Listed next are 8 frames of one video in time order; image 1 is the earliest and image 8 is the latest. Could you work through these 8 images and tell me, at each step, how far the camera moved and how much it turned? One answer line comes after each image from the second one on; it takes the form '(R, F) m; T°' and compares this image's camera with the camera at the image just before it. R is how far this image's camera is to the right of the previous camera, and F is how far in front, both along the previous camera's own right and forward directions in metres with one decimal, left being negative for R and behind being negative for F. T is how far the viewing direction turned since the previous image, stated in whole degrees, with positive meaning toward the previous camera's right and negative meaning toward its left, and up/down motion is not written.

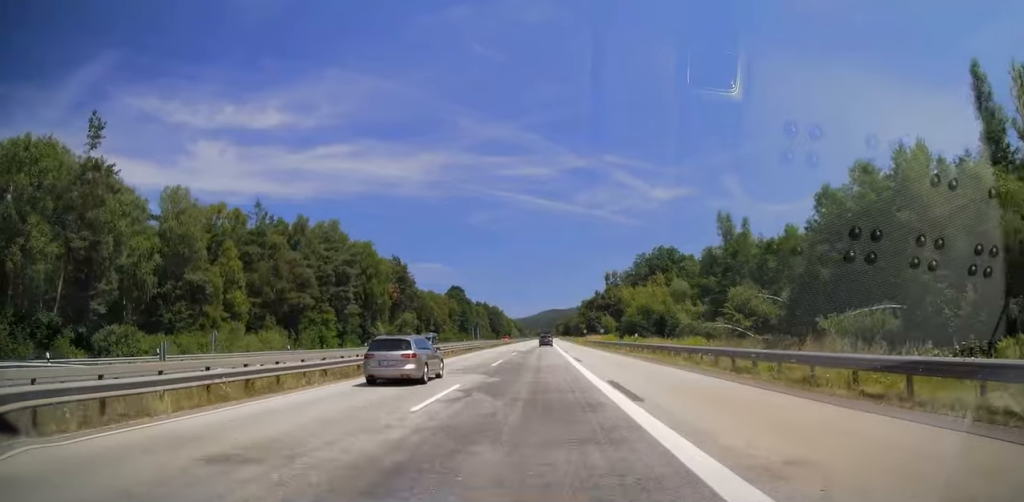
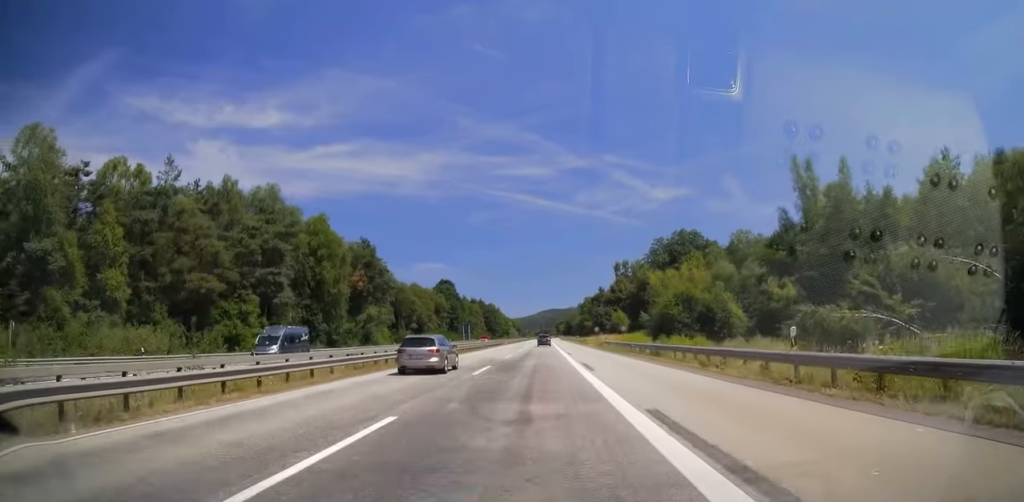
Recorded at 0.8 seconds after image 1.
(+0.1, +25.3) m; 0°
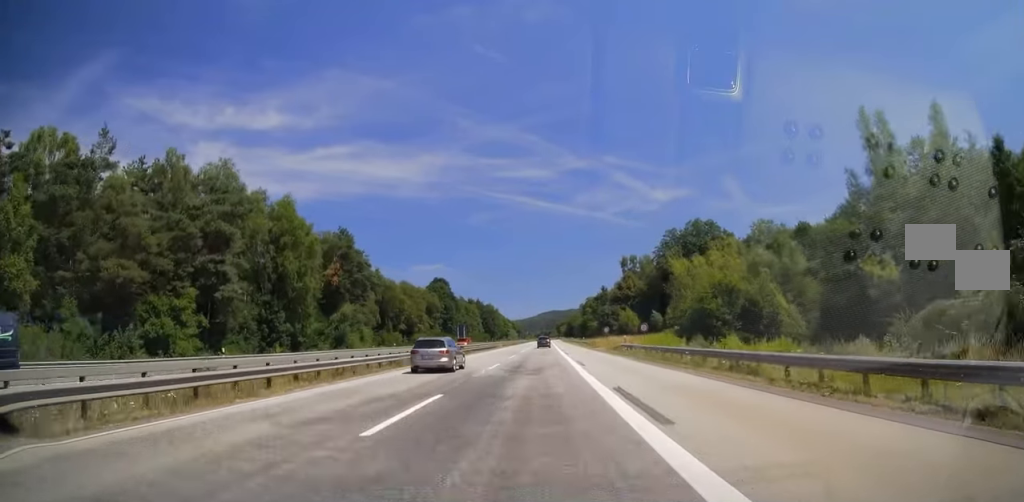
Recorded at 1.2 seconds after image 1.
(+0.2, +13.4) m; 0°
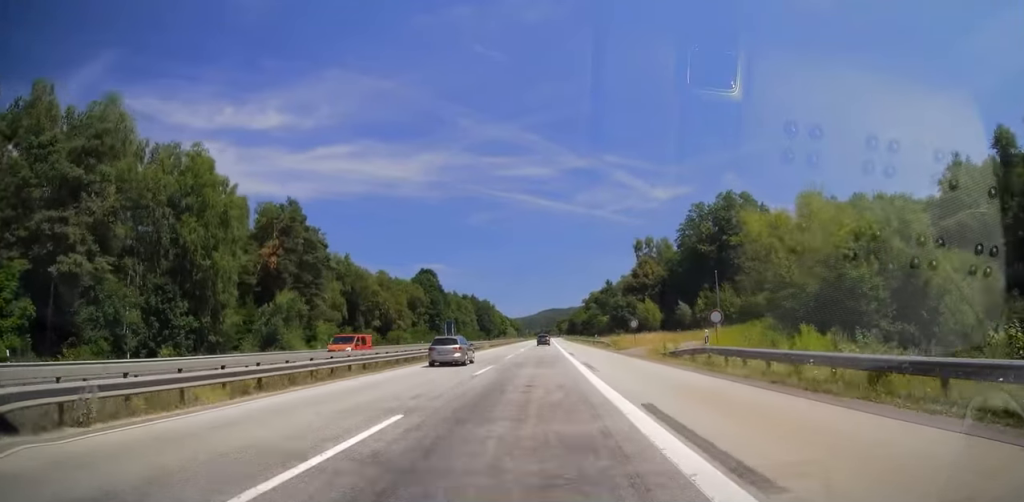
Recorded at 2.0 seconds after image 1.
(-0.1, +22.7) m; 0°
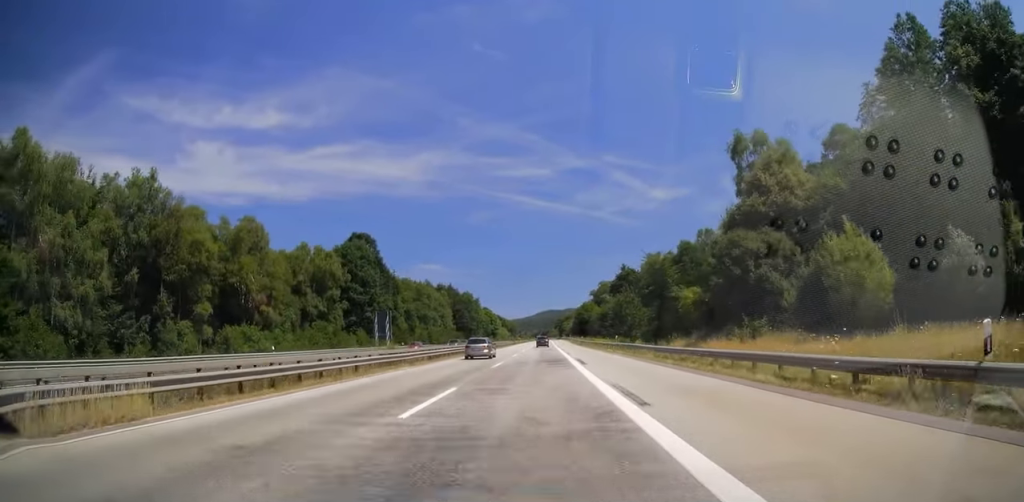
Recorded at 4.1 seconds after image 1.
(0.0, +65.3) m; 0°
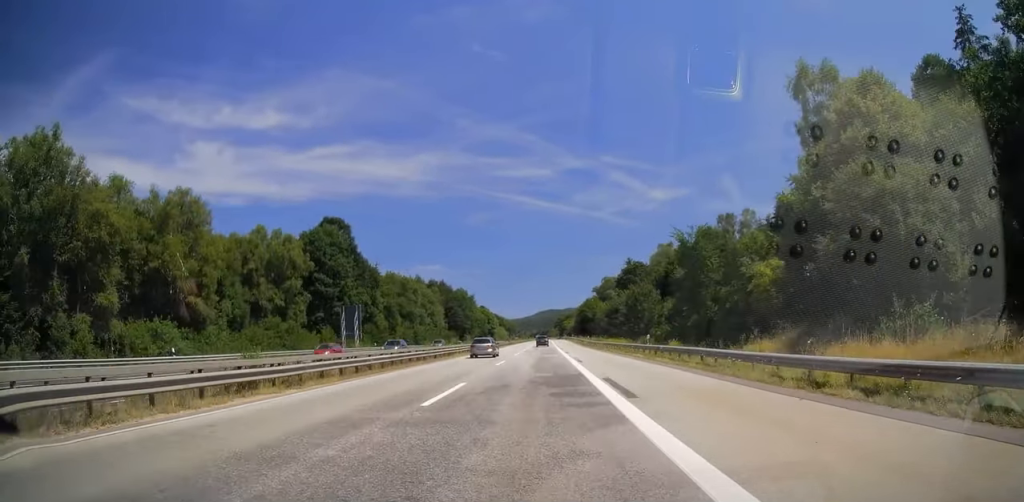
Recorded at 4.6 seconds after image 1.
(-0.2, +15.9) m; 0°
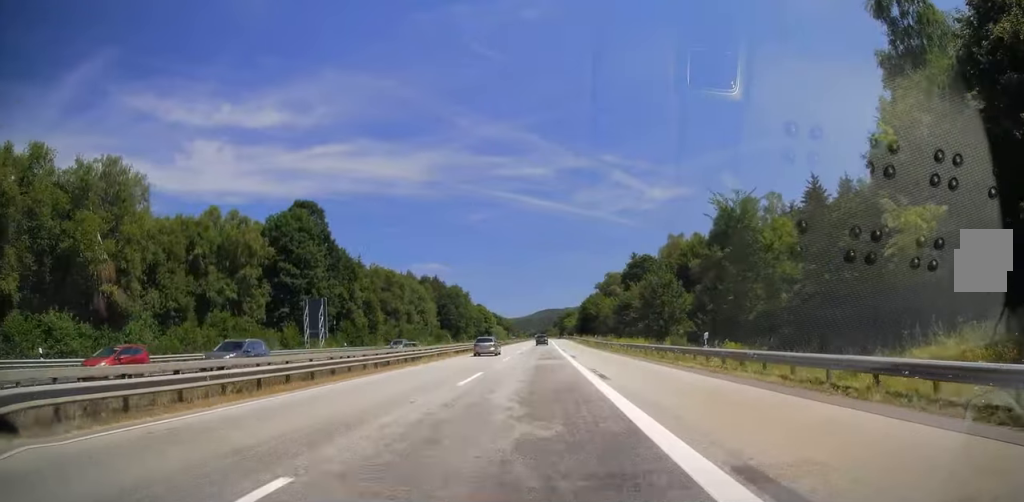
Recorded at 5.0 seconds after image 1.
(+0.1, +12.8) m; 0°
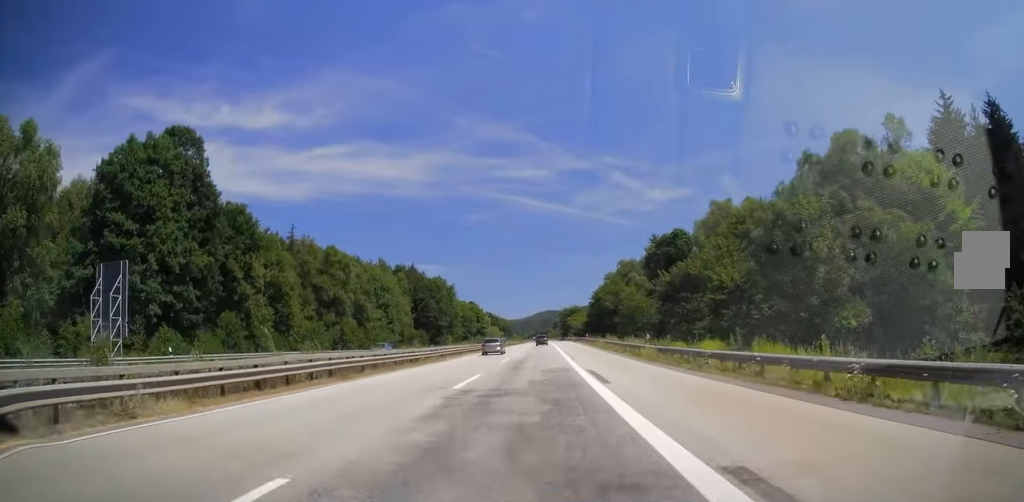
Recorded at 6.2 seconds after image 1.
(+0.3, +36.1) m; 0°
